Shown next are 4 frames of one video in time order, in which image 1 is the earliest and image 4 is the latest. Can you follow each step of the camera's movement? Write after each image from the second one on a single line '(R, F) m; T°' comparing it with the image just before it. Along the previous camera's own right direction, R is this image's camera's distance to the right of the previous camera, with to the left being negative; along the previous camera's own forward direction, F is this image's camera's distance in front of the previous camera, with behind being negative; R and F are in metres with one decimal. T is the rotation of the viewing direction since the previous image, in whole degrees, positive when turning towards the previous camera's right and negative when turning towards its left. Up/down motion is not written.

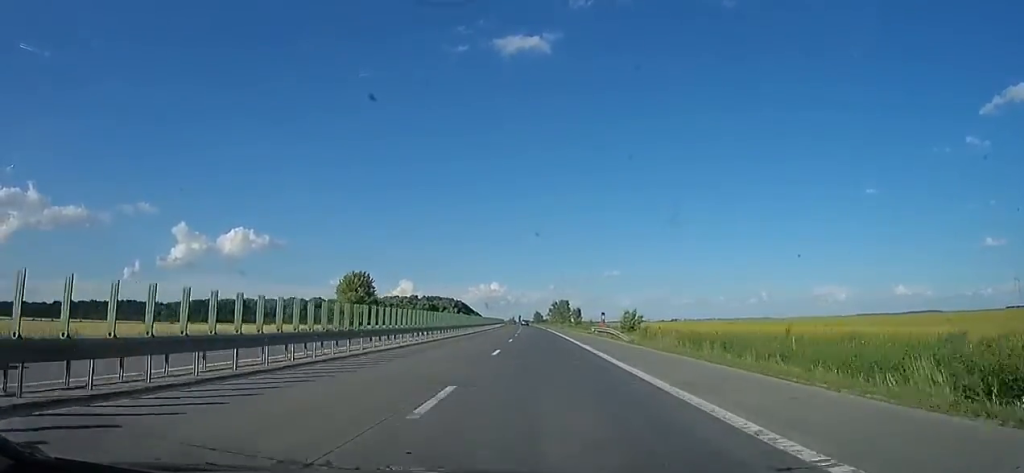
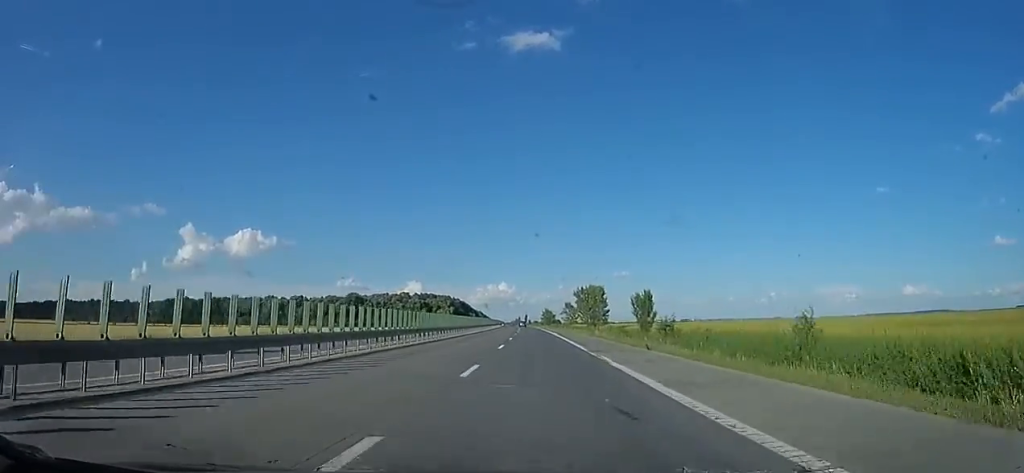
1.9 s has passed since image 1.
(+0.5, +59.9) m; -2°
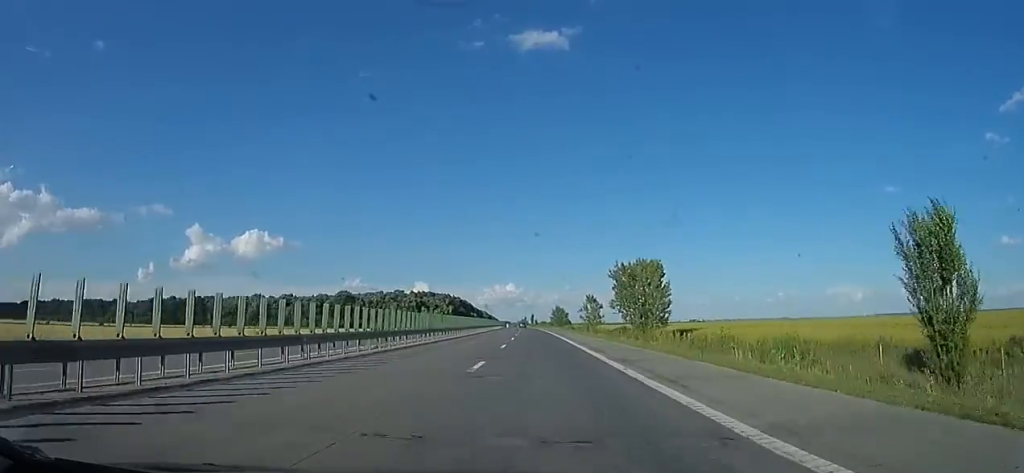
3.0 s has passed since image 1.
(-0.8, +34.4) m; -1°
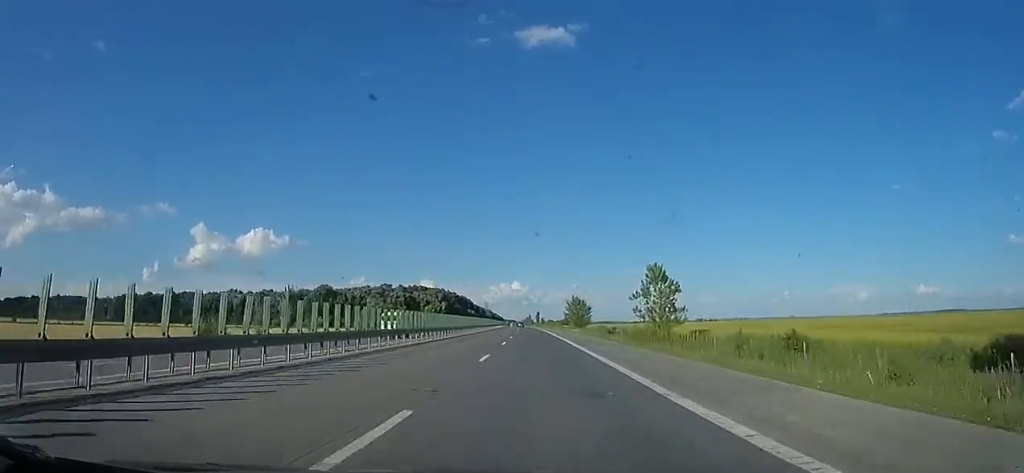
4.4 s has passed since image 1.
(+0.5, +44.6) m; +1°
